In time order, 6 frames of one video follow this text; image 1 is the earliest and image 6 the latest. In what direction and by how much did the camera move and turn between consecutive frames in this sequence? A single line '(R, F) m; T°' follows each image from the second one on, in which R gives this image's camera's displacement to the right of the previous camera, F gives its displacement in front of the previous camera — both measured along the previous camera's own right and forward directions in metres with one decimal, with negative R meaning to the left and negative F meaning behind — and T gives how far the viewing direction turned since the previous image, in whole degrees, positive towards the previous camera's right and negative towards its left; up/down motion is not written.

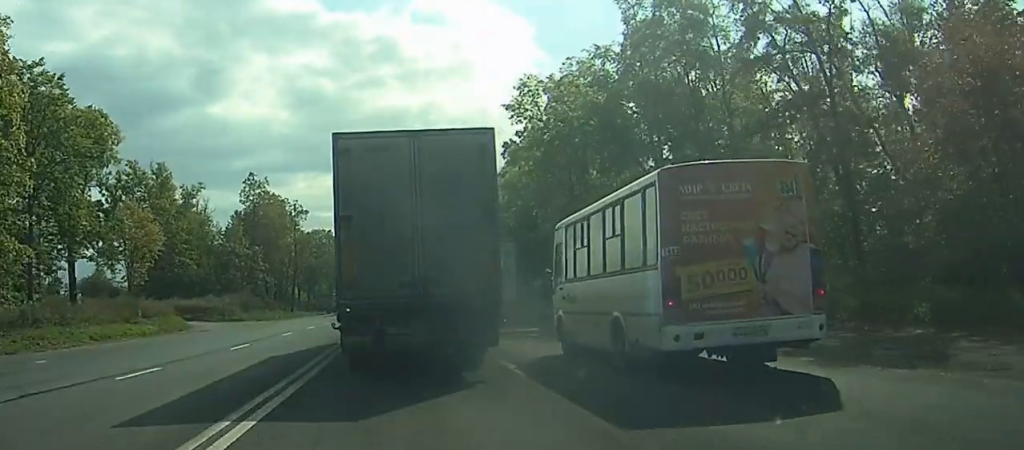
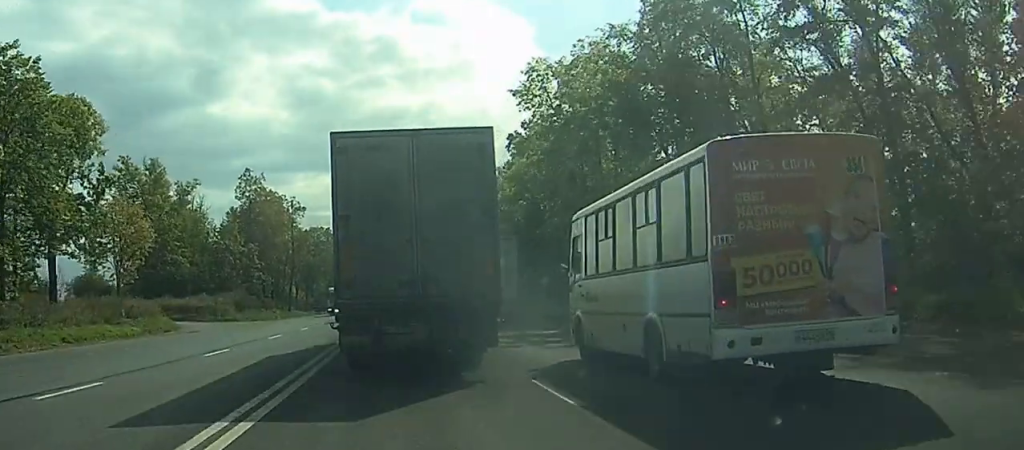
(0.0, +3.4) m; 0°
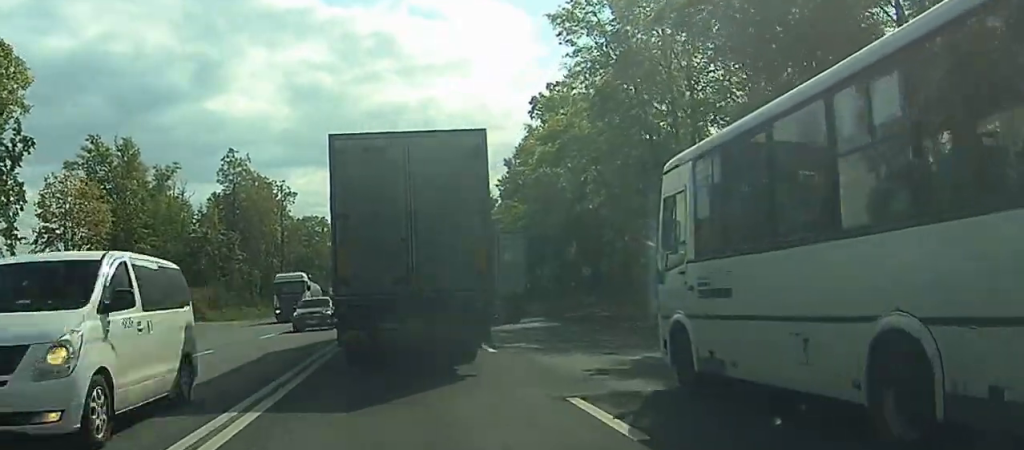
(0.0, +13.5) m; 0°
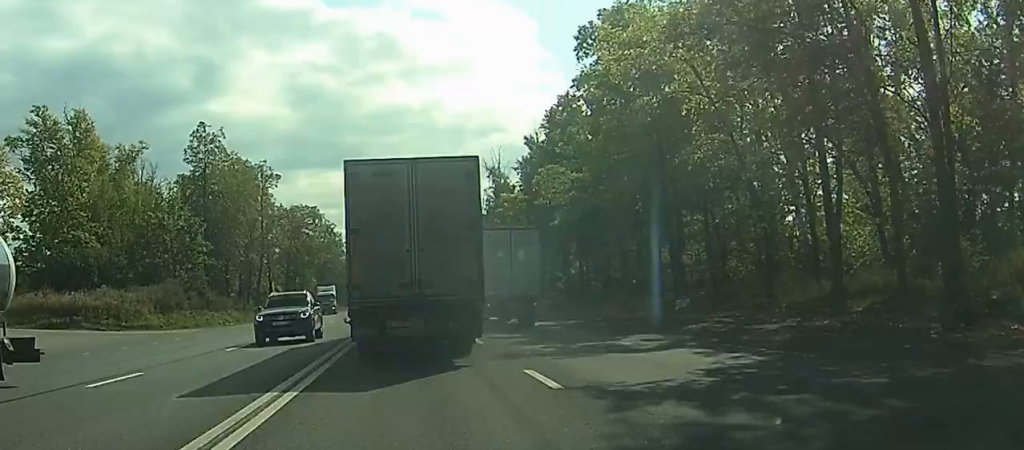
(+0.1, +18.8) m; +1°
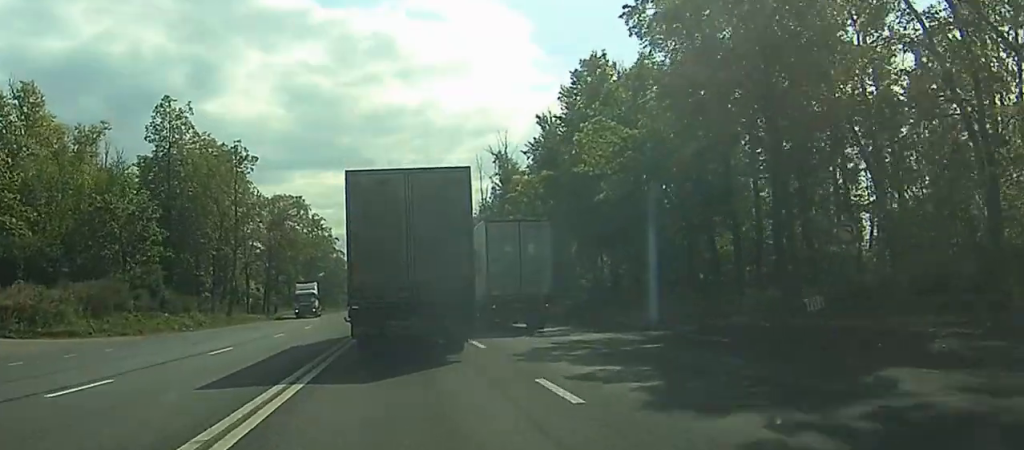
(-0.4, +13.2) m; -3°
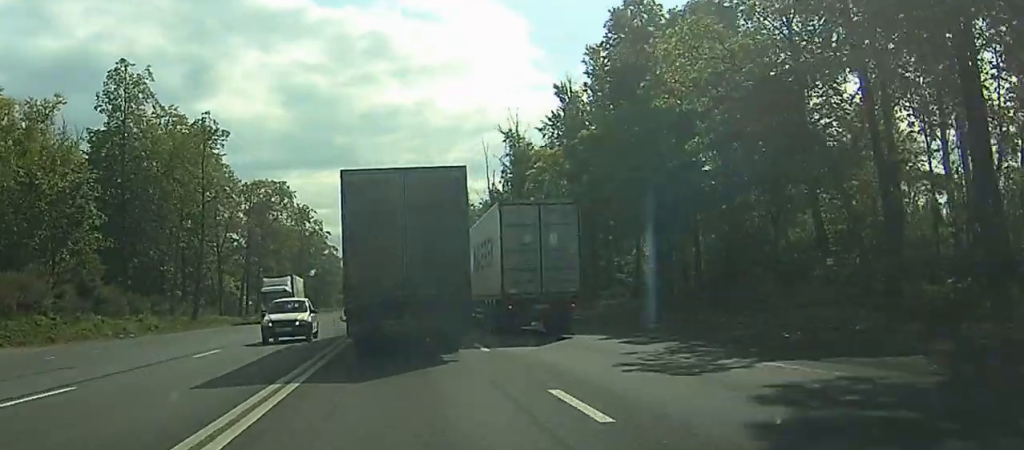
(+0.1, +13.0) m; +1°
